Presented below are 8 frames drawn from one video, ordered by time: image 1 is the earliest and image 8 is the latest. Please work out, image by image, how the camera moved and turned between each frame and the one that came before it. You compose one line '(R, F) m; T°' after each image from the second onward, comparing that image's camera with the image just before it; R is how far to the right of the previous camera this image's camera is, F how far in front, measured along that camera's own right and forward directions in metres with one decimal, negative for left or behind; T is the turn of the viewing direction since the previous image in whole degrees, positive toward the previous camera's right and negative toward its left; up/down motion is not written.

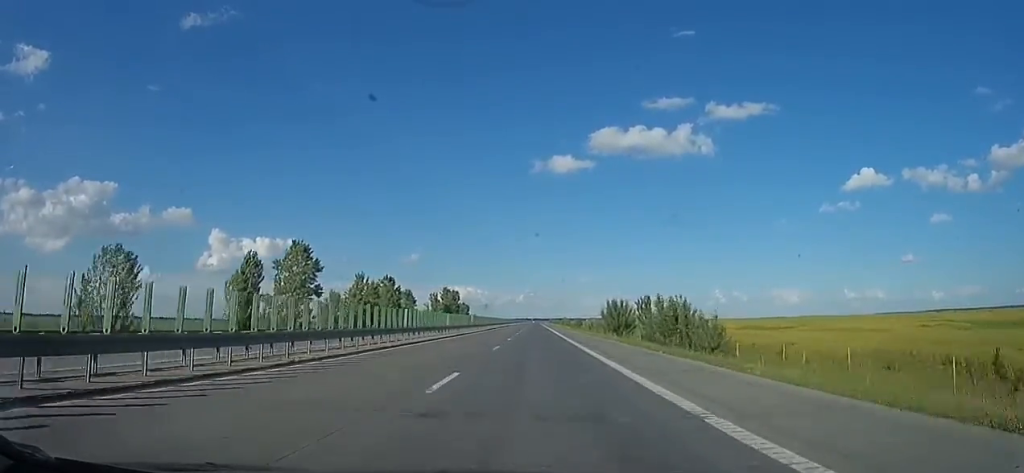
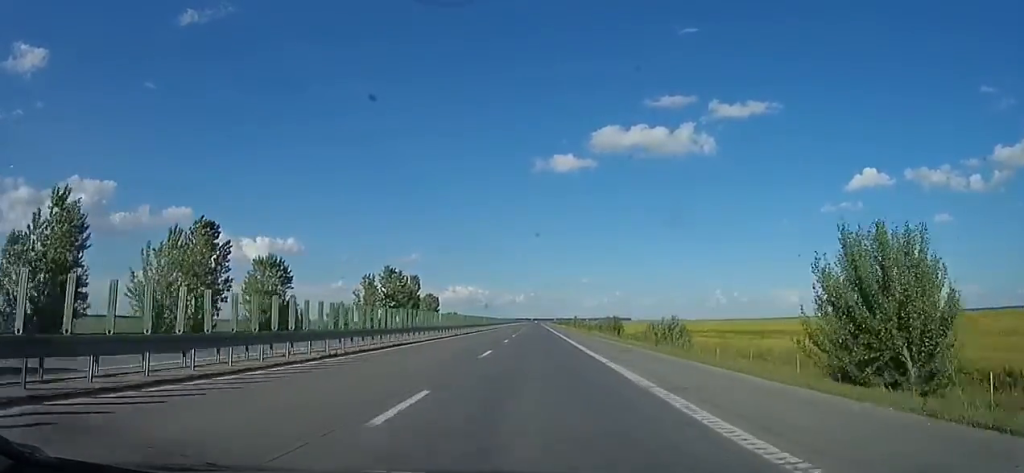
(0.0, +50.9) m; 0°
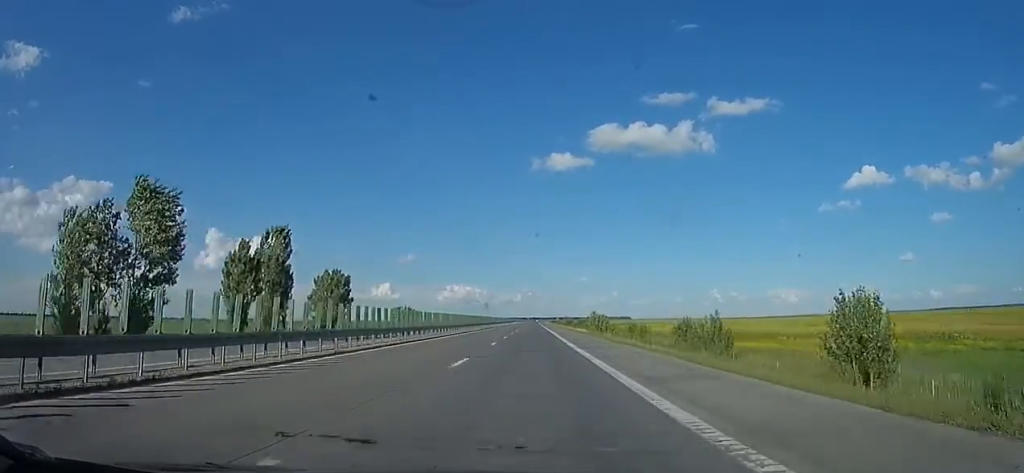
(-0.4, +52.3) m; -1°
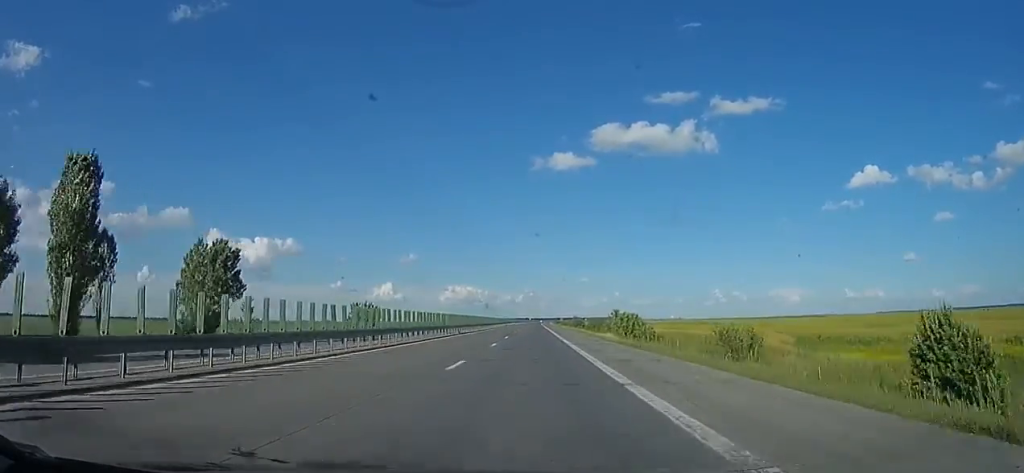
(+0.4, +24.5) m; -2°
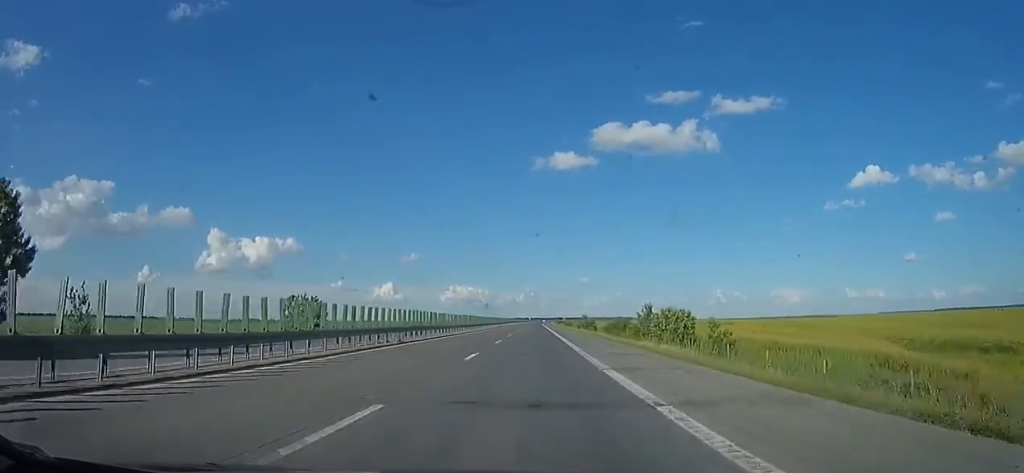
(-1.2, +20.1) m; +2°
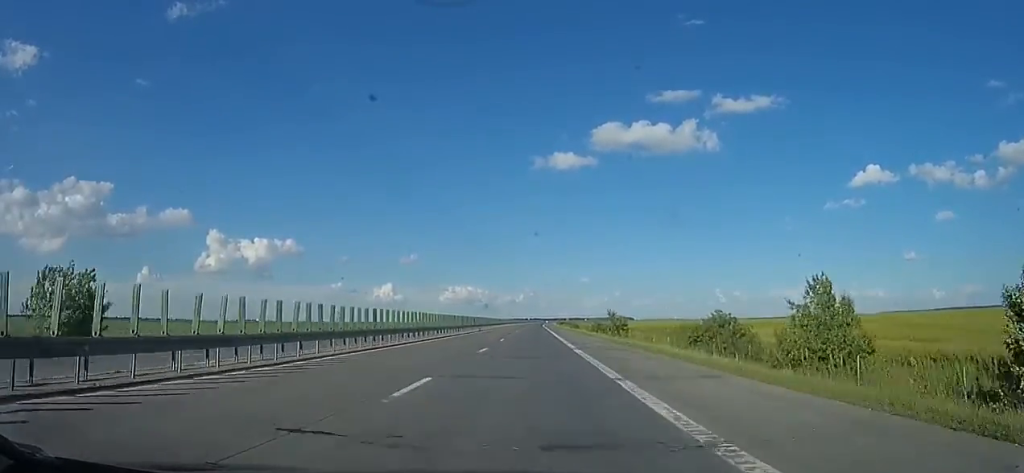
(+1.5, +31.9) m; +1°
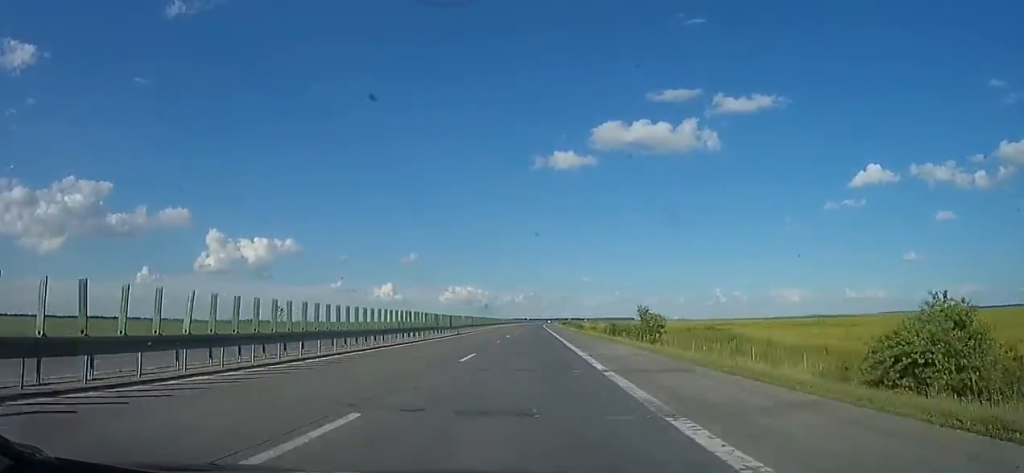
(+0.6, +16.3) m; 0°
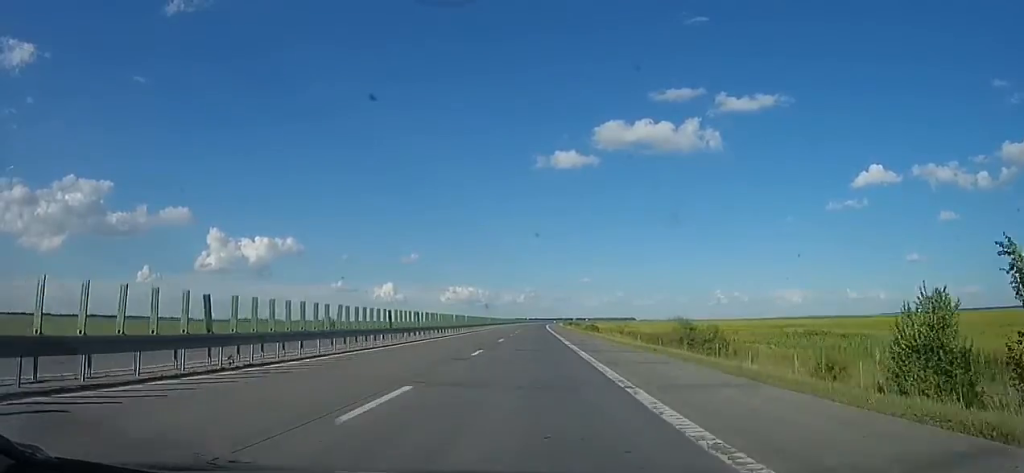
(-2.2, +33.3) m; -2°
